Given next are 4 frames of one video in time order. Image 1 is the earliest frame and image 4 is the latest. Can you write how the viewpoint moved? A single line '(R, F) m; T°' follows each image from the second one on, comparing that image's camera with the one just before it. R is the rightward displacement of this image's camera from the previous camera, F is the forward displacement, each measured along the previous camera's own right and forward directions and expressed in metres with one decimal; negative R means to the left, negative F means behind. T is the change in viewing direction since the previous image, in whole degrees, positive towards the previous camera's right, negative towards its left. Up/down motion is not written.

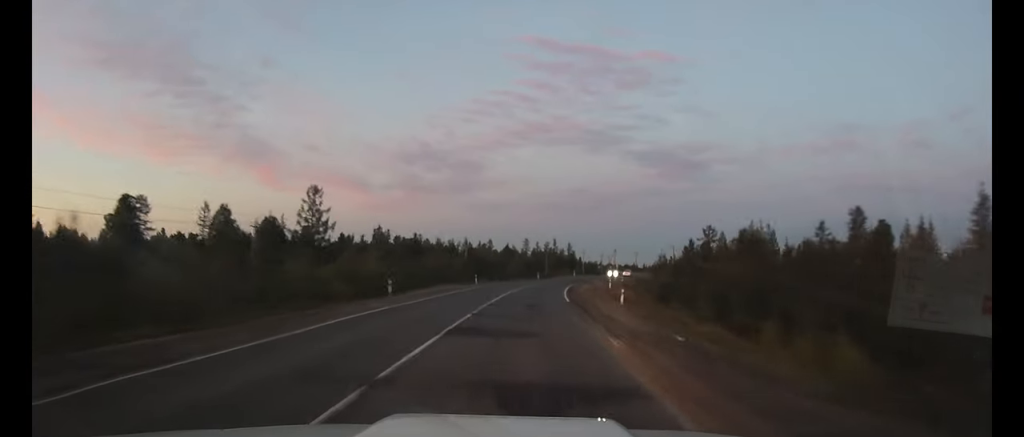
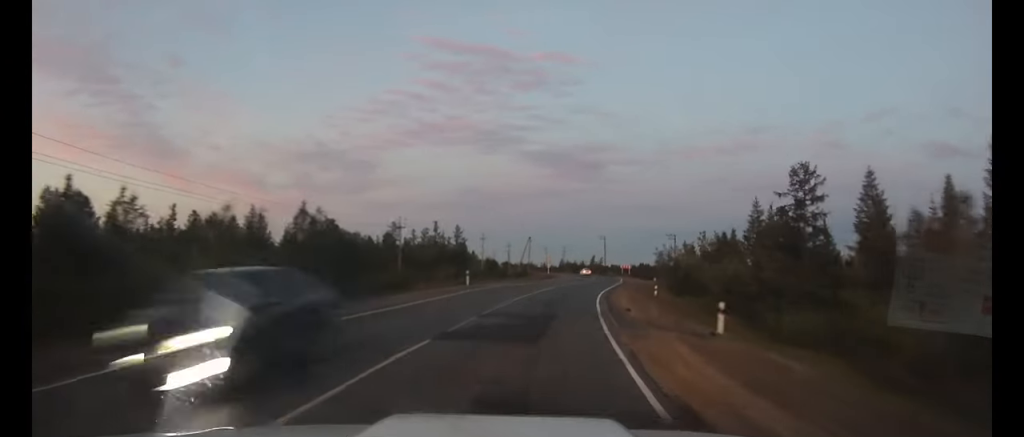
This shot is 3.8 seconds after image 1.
(+5.8, +73.2) m; +12°
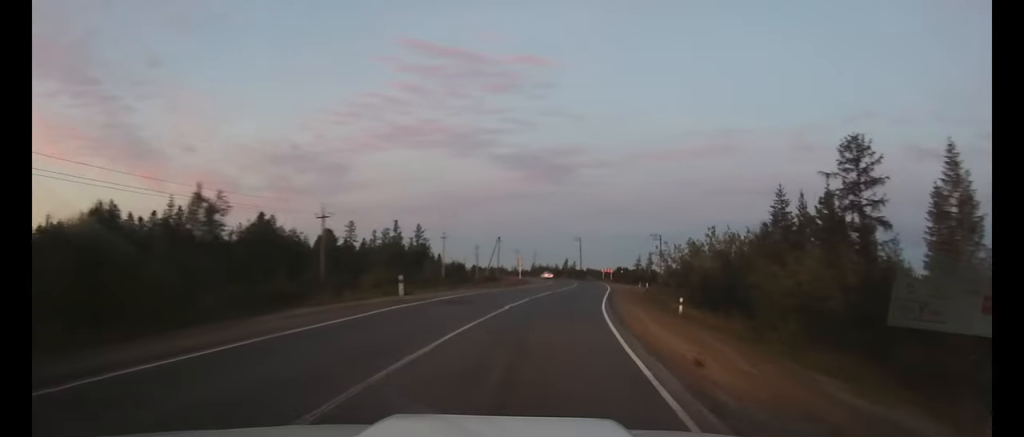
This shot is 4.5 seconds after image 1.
(+0.3, +13.2) m; +3°
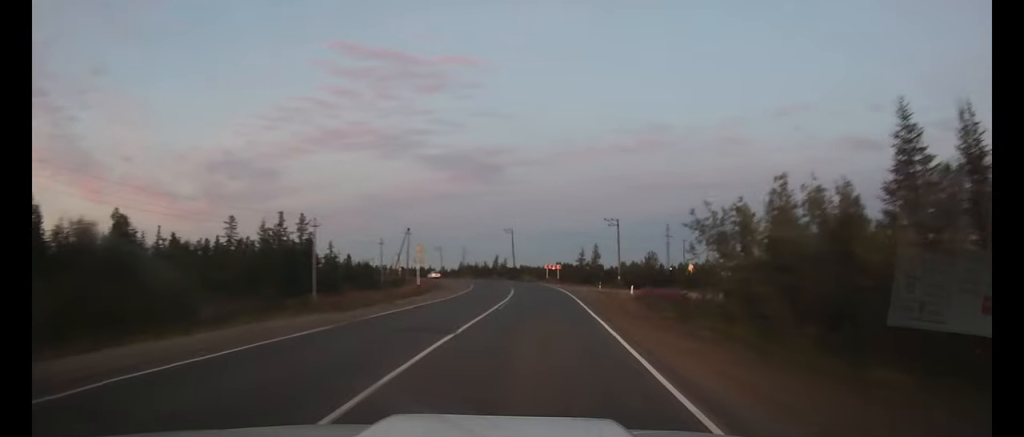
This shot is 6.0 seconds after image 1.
(+1.5, +27.5) m; +5°
